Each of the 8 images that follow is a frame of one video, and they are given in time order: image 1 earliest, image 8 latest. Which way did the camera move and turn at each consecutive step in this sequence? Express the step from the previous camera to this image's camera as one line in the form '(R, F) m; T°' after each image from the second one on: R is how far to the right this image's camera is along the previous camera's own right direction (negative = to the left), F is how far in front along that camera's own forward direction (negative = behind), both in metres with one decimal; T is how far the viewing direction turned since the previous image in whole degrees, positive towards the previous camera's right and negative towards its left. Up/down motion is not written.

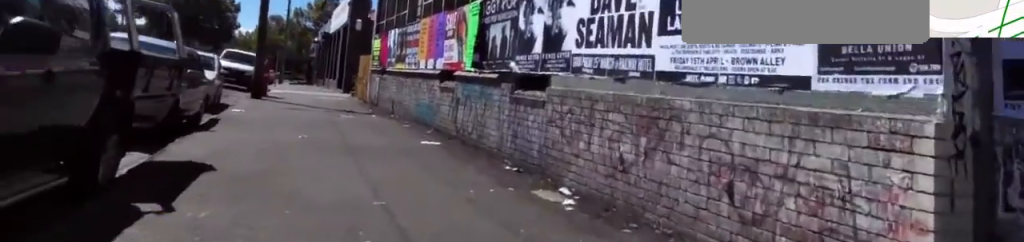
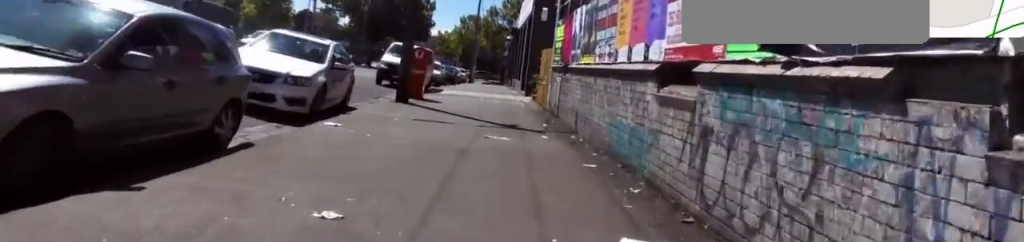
(-1.6, +6.6) m; -22°
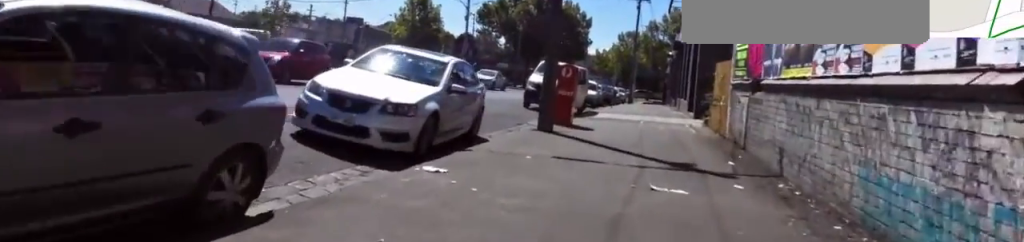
(-0.3, +3.1) m; -6°
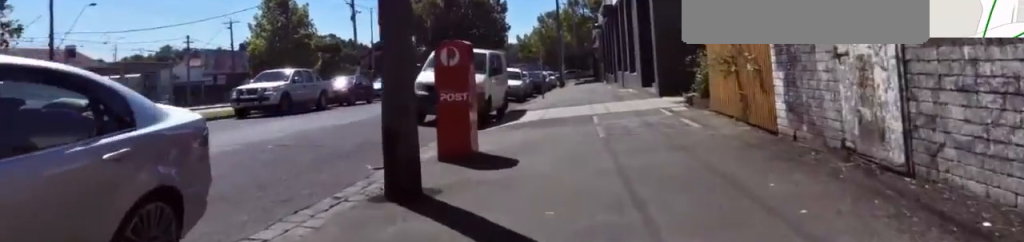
(-0.2, +8.4) m; -5°
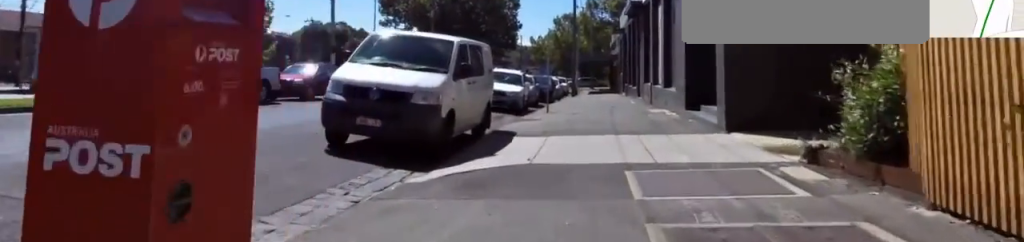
(-0.5, +6.3) m; +1°
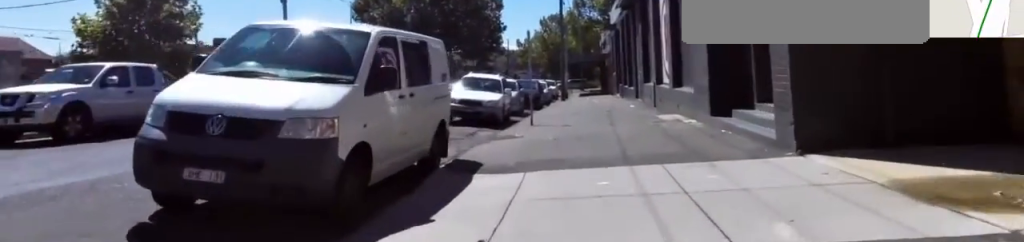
(-0.2, +3.8) m; +6°
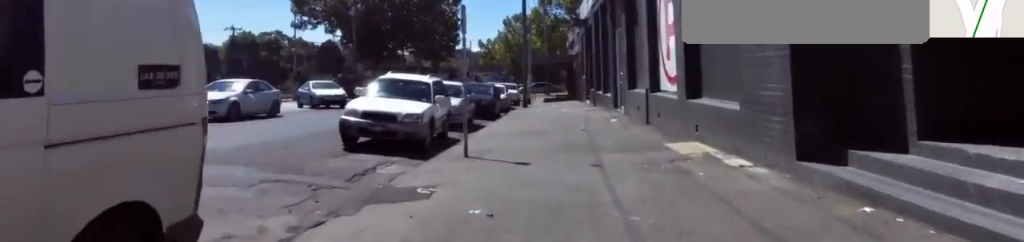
(+1.3, +5.9) m; +6°
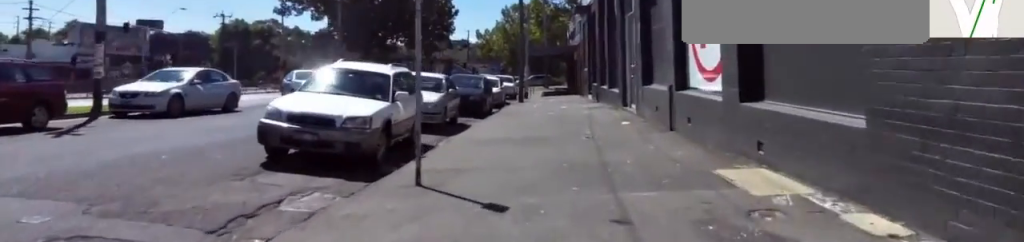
(-0.5, +3.4) m; 0°
